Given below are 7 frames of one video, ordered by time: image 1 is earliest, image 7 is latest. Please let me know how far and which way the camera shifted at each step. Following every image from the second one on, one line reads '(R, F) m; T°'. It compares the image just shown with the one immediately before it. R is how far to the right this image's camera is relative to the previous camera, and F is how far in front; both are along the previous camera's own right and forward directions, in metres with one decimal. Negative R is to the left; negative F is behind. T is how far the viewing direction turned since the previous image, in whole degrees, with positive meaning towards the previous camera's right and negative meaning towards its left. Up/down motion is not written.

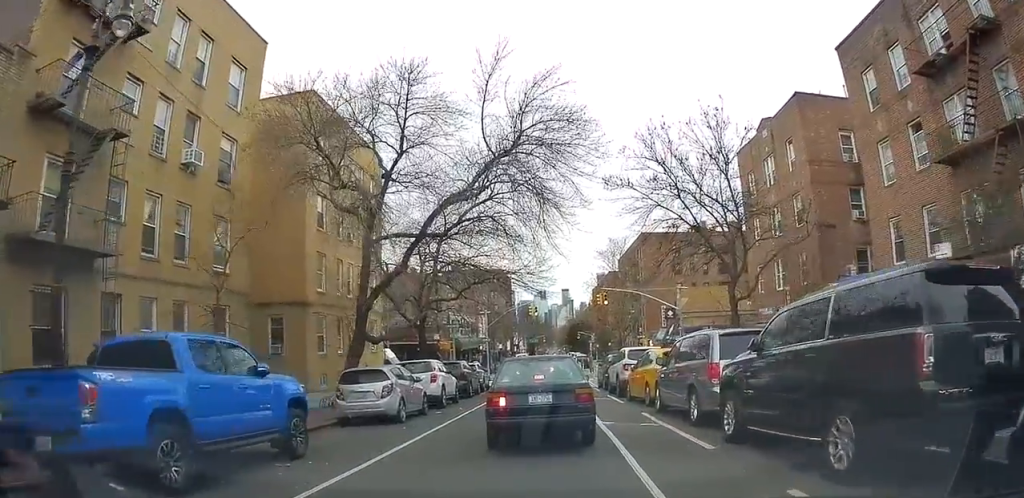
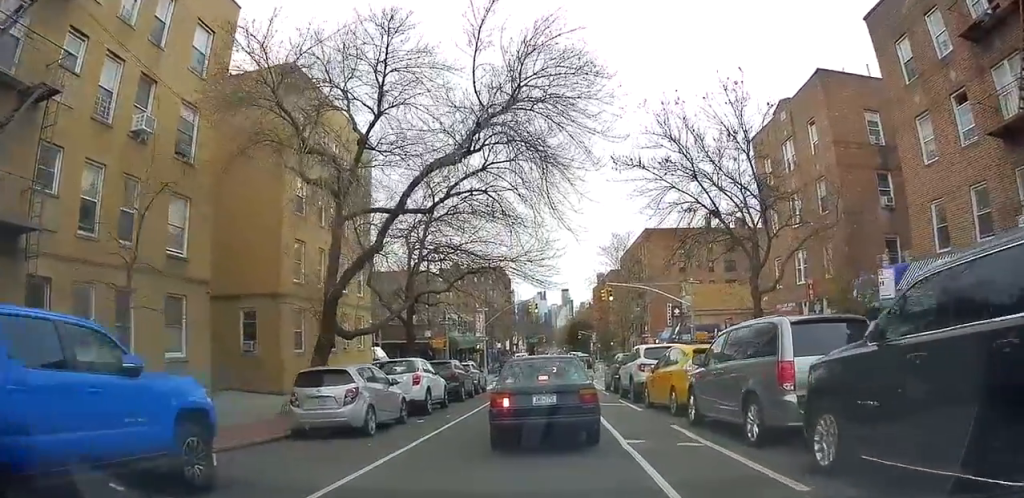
(-0.2, +2.9) m; 0°
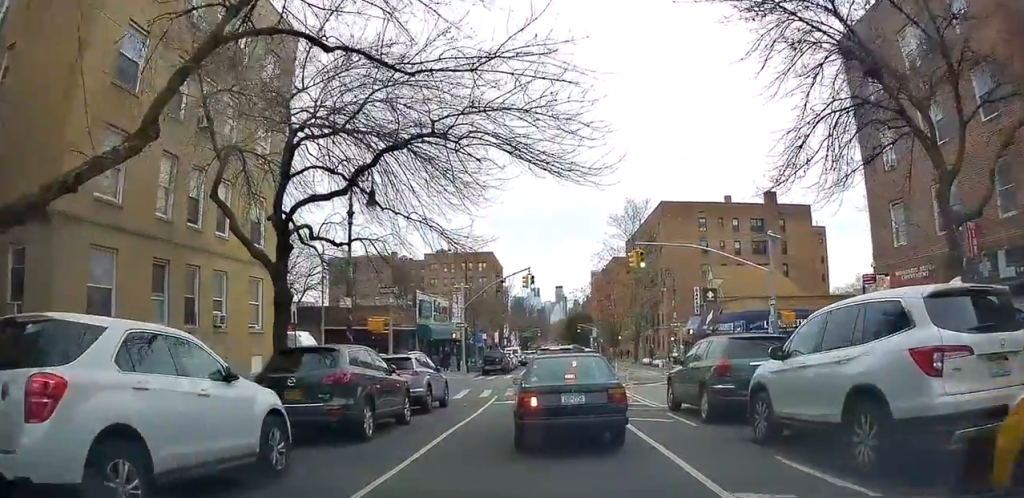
(+0.7, +13.2) m; +7°
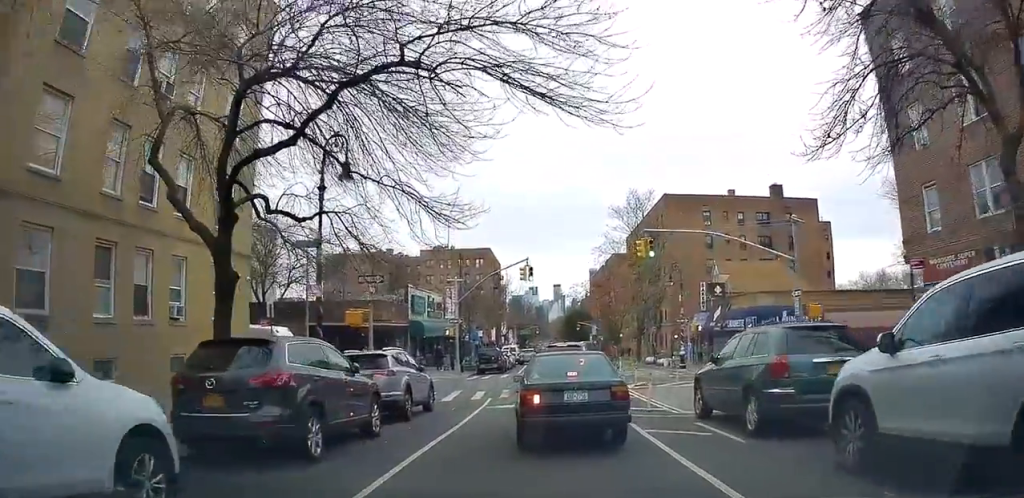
(0.0, +2.5) m; 0°
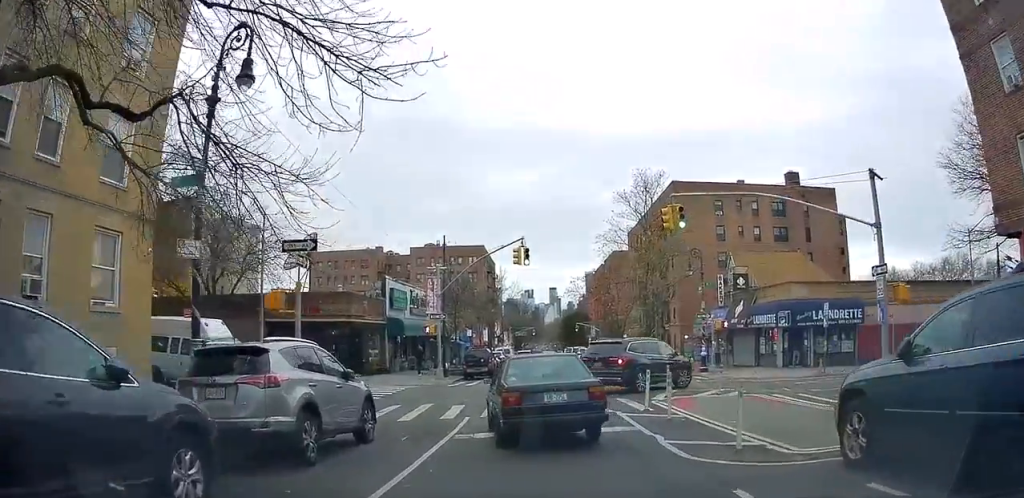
(-0.1, +5.9) m; -5°
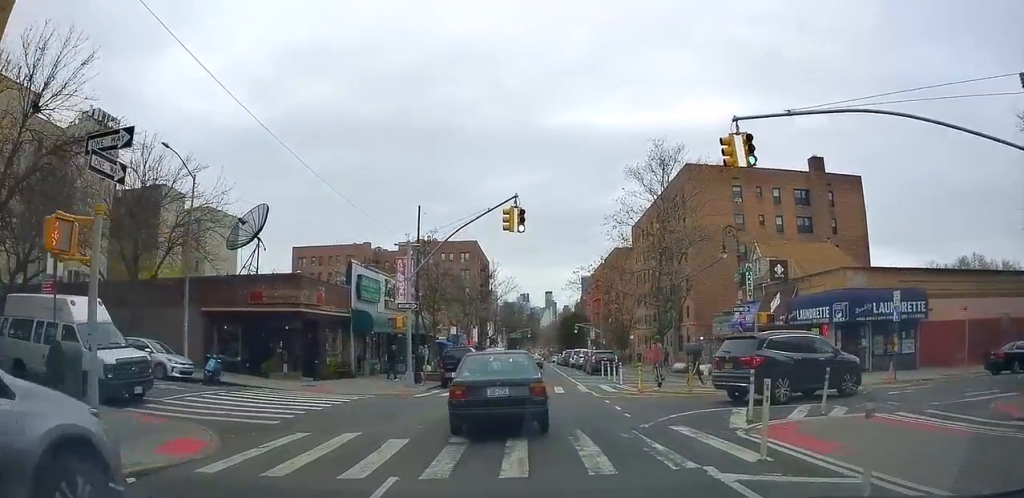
(-0.1, +7.2) m; +2°
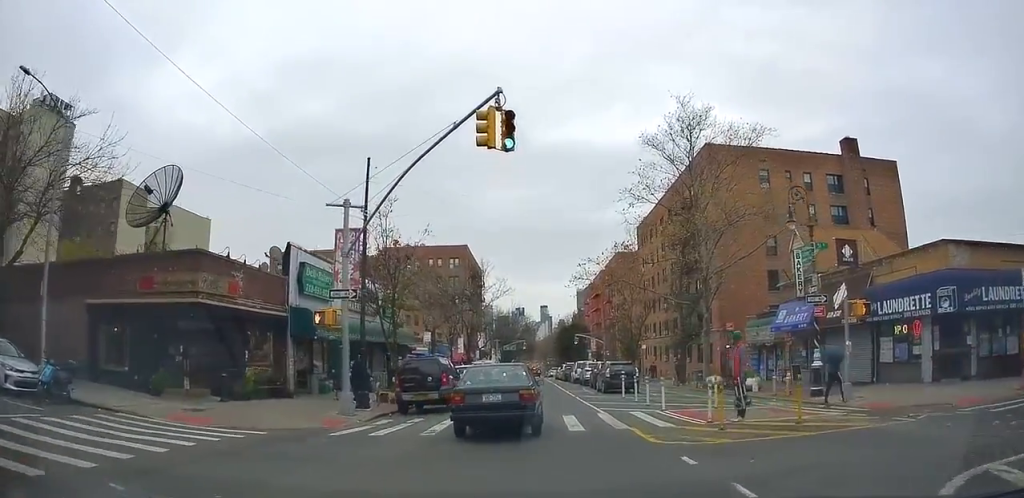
(+0.2, +8.8) m; 0°
